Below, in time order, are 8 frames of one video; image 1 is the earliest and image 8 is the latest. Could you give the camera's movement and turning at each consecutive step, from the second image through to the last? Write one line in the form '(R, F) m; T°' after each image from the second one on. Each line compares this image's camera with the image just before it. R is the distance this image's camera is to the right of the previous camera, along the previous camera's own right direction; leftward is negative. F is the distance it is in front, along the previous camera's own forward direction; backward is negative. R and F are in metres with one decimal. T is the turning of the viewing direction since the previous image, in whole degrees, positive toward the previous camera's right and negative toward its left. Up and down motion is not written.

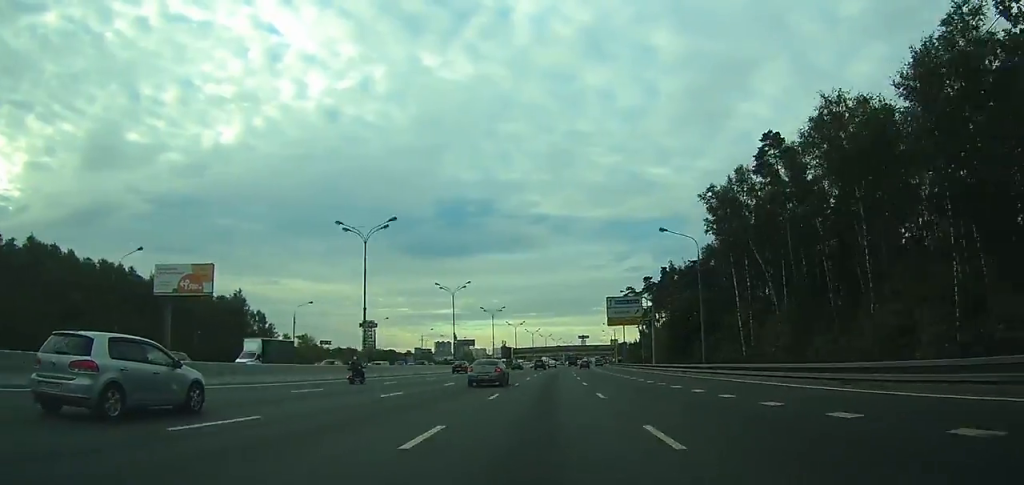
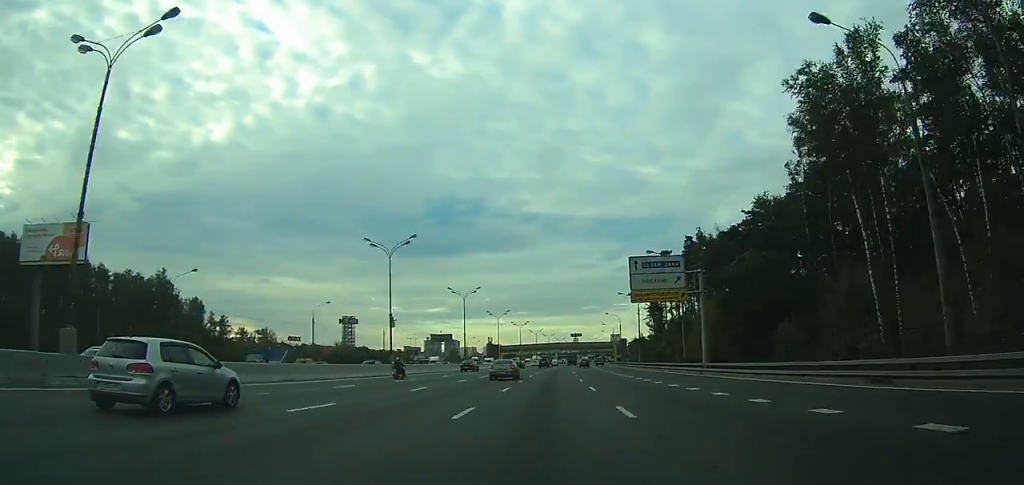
(+0.3, +32.6) m; +1°
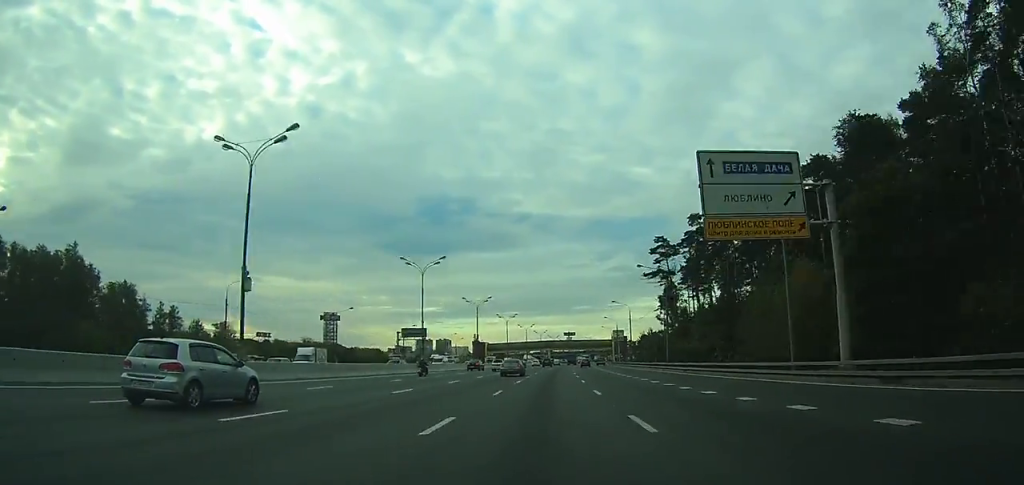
(+0.1, +27.8) m; +1°
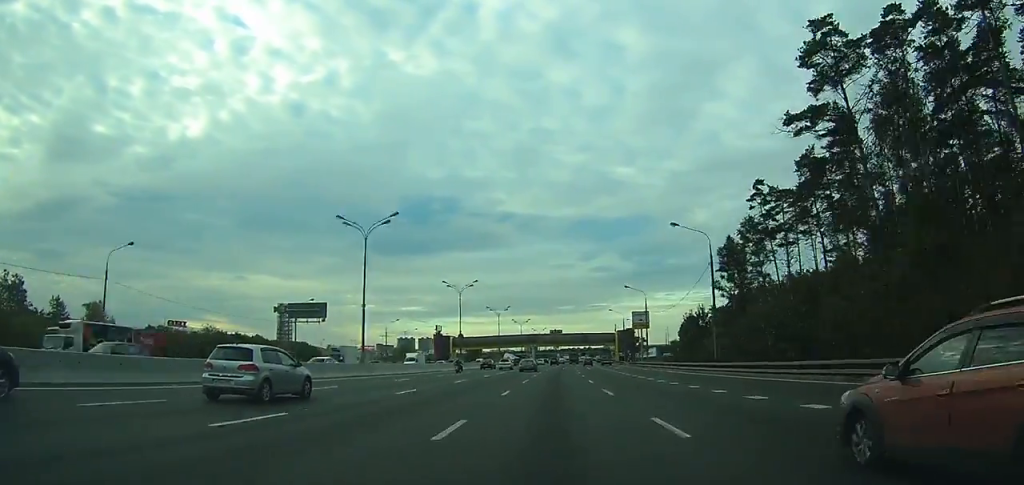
(+1.1, +59.5) m; +2°
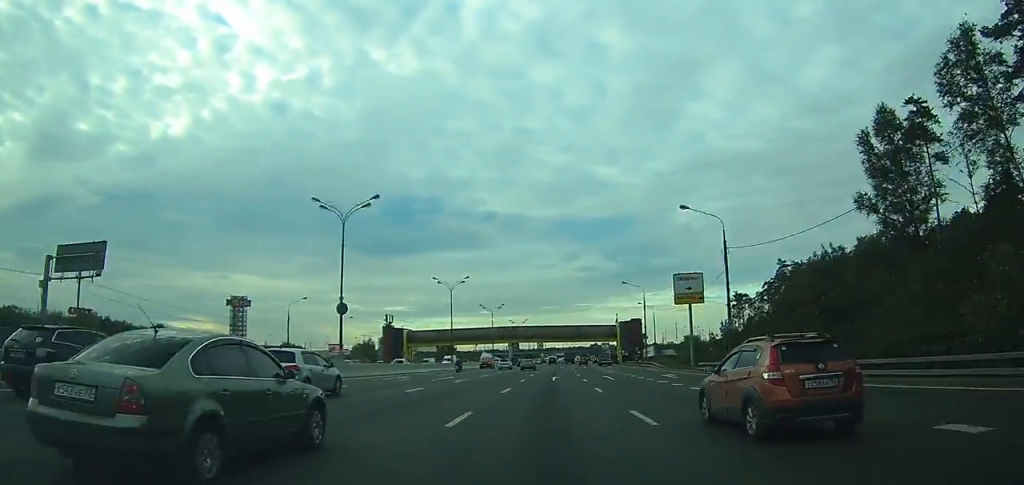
(+0.5, +43.6) m; +1°
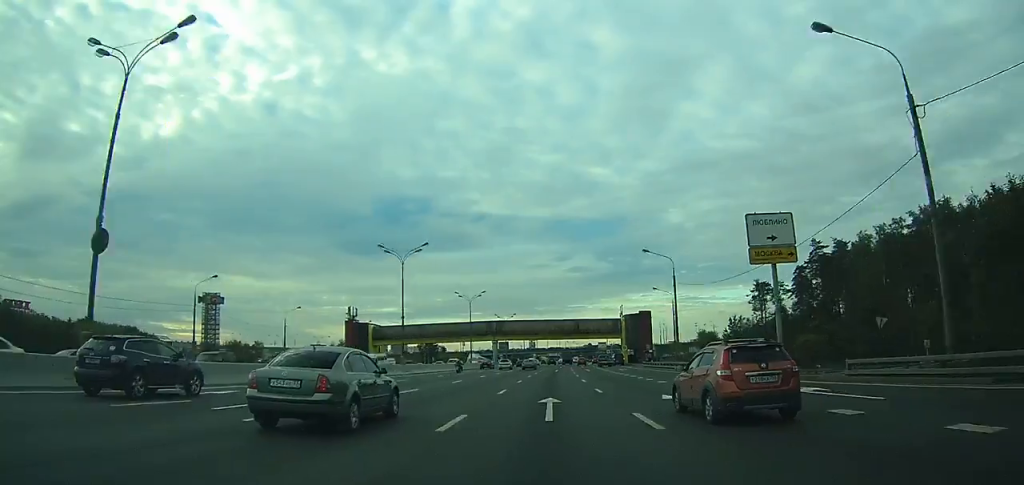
(+0.1, +23.3) m; +1°
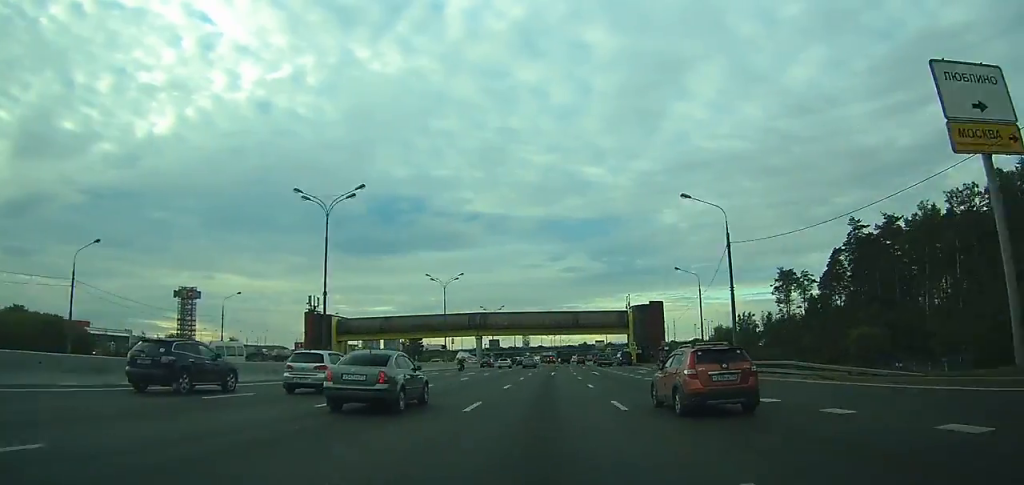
(+0.2, +20.4) m; 0°
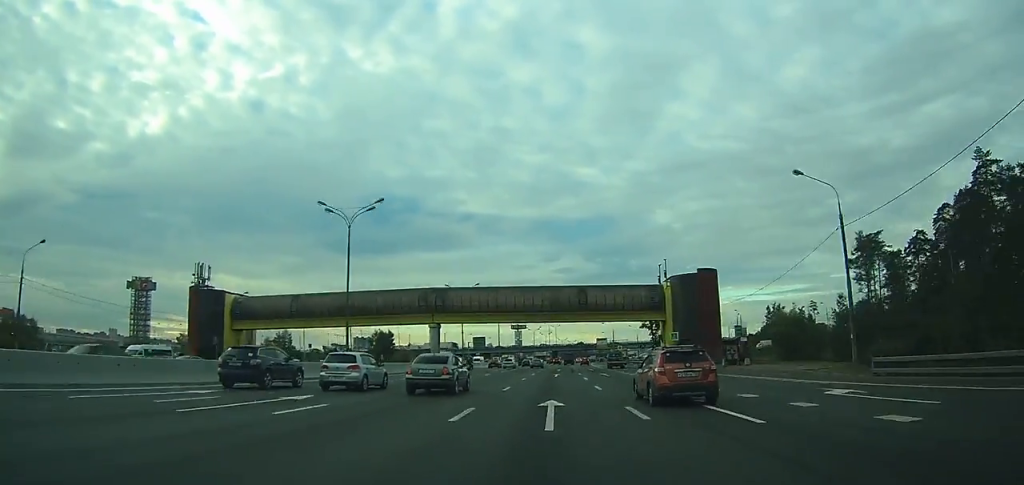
(+0.3, +39.5) m; +1°
